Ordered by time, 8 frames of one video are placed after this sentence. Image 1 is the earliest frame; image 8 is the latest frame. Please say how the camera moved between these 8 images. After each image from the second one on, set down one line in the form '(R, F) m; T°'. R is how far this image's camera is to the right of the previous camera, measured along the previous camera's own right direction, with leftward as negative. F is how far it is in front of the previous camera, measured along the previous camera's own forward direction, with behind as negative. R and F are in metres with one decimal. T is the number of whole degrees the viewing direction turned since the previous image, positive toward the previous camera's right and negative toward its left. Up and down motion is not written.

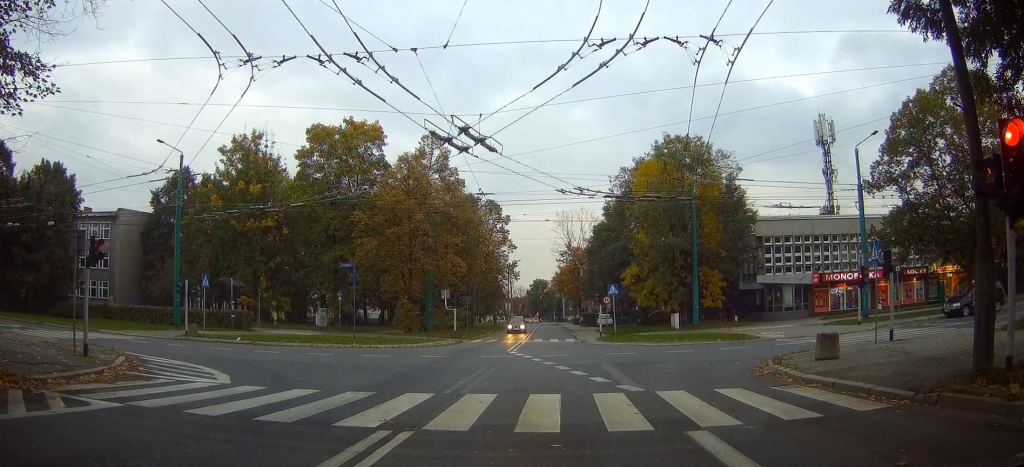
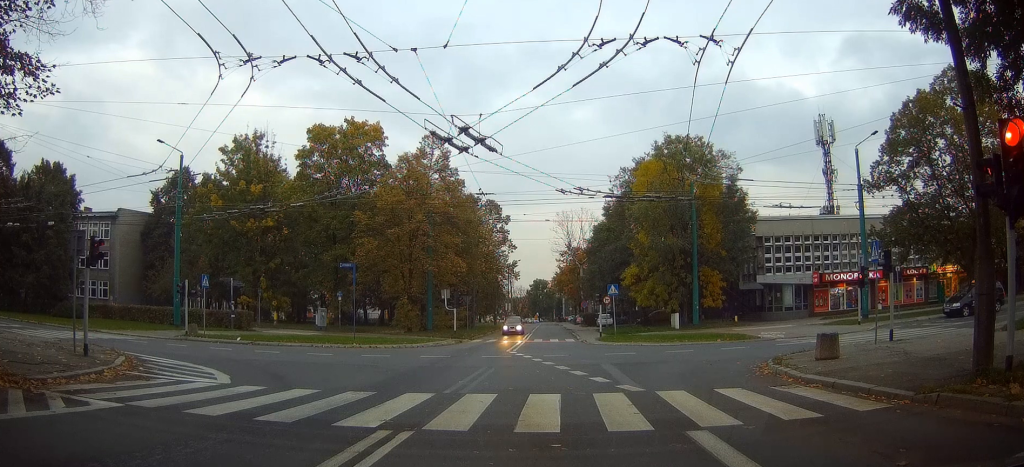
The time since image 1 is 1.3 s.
(-0.2, +0.4) m; 0°
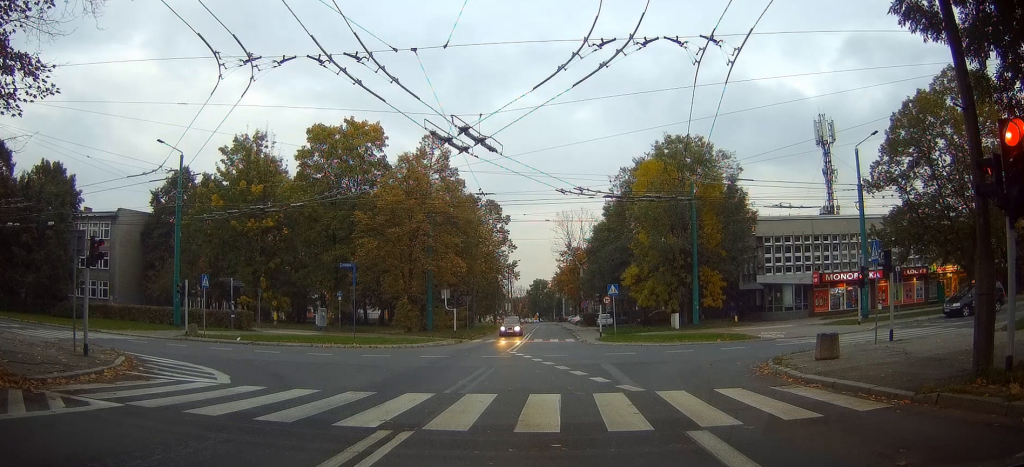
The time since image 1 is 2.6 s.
(-0.1, +0.1) m; 0°
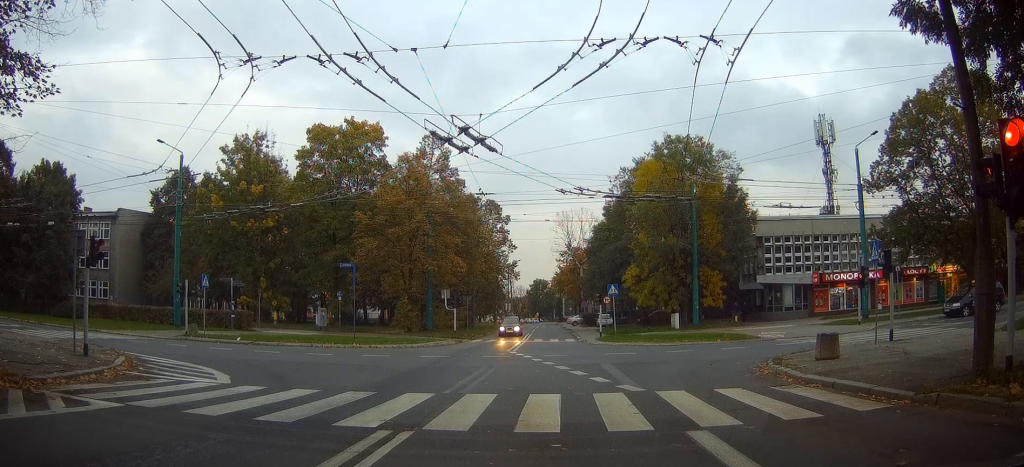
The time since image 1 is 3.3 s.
(0.0, 0.0) m; 0°
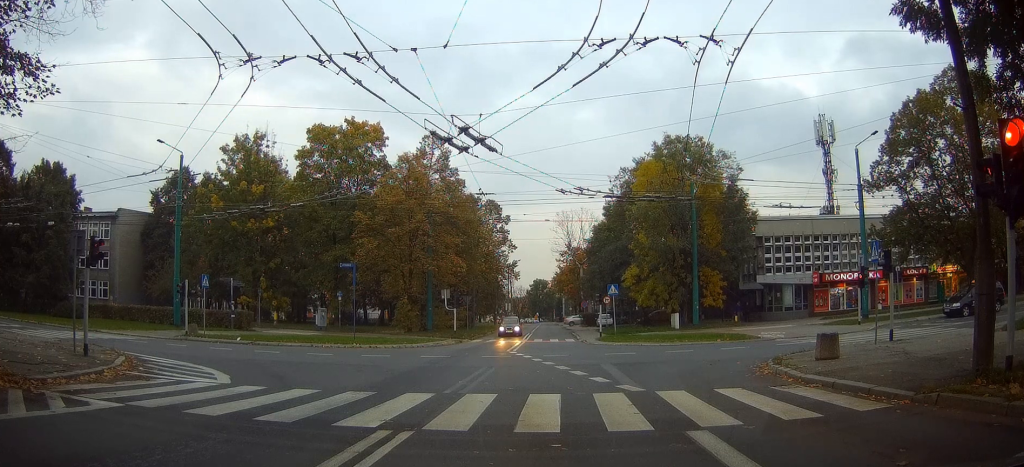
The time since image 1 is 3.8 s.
(0.0, 0.0) m; 0°
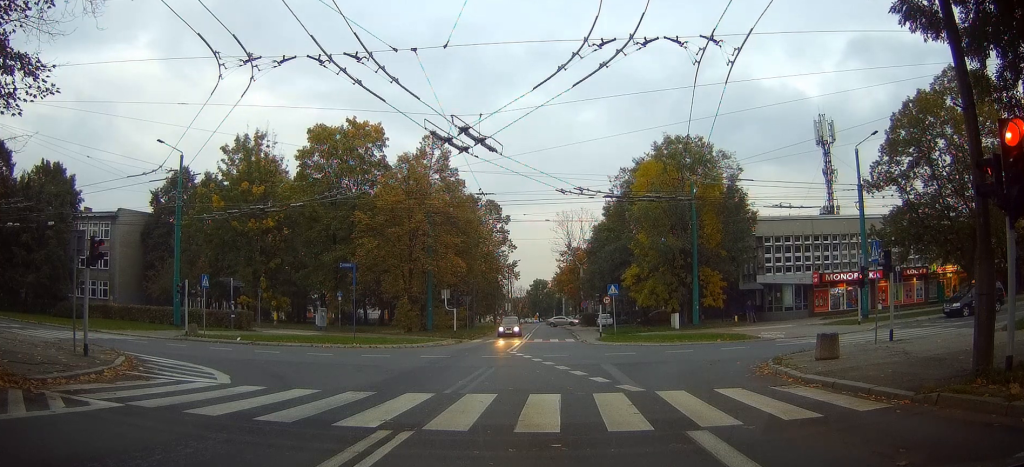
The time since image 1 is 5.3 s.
(0.0, 0.0) m; 0°
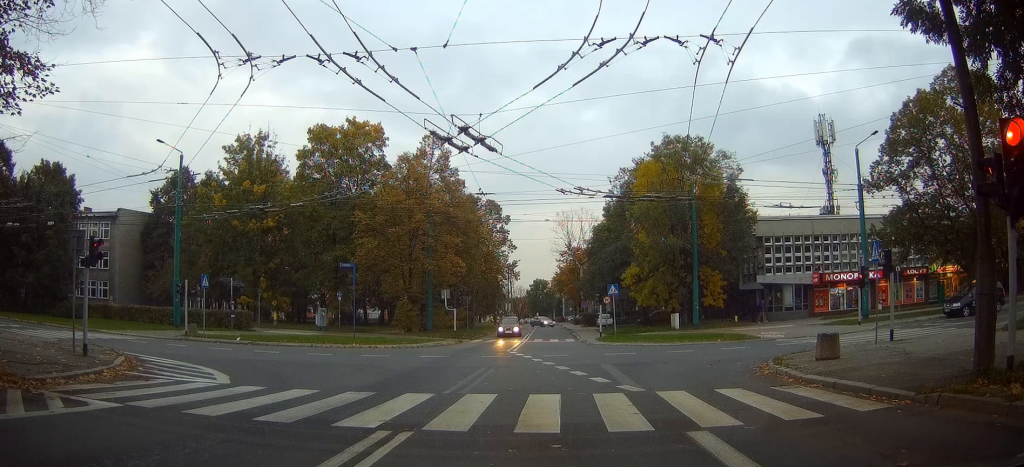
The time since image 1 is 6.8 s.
(0.0, 0.0) m; 0°
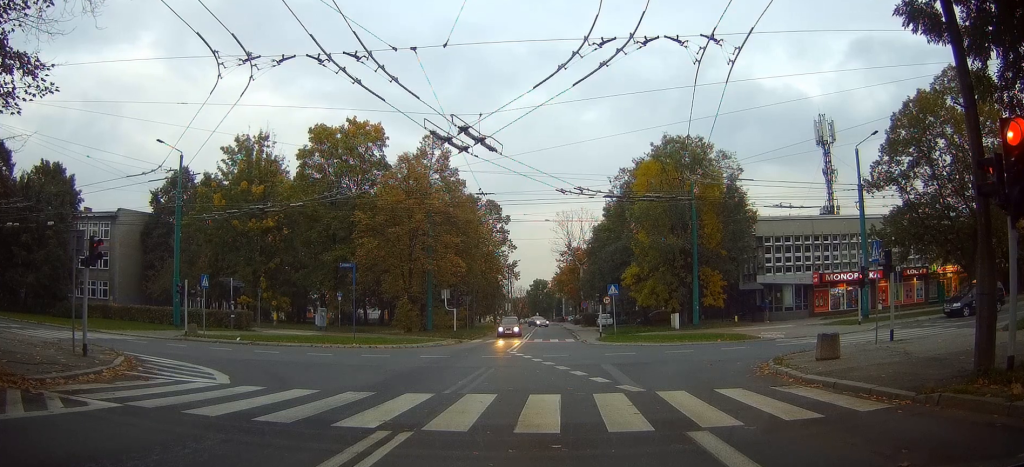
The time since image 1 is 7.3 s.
(0.0, 0.0) m; 0°
